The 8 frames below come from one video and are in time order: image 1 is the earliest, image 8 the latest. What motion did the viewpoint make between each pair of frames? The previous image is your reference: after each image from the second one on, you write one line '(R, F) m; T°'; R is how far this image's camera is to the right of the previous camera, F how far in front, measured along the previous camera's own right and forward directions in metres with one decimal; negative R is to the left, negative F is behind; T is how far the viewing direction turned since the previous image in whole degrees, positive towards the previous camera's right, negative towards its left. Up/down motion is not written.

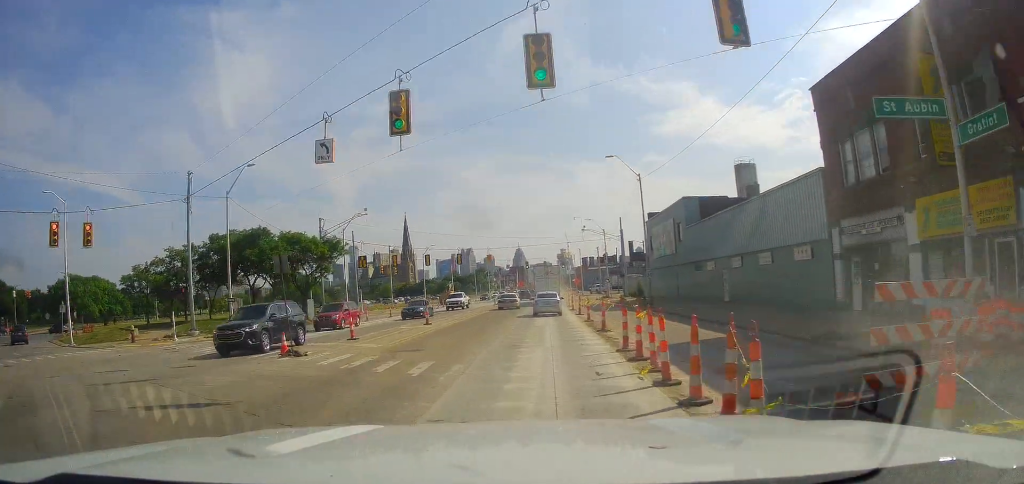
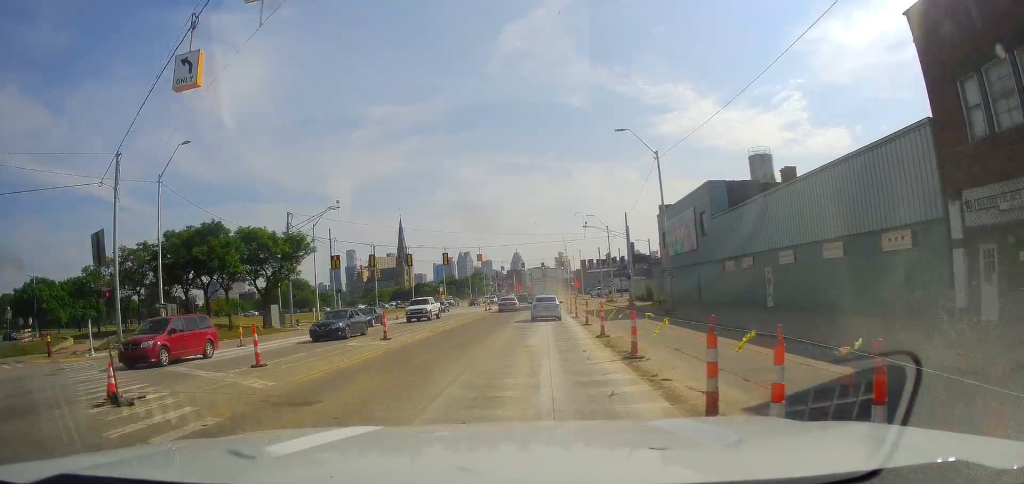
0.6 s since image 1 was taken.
(-0.1, +7.8) m; +1°
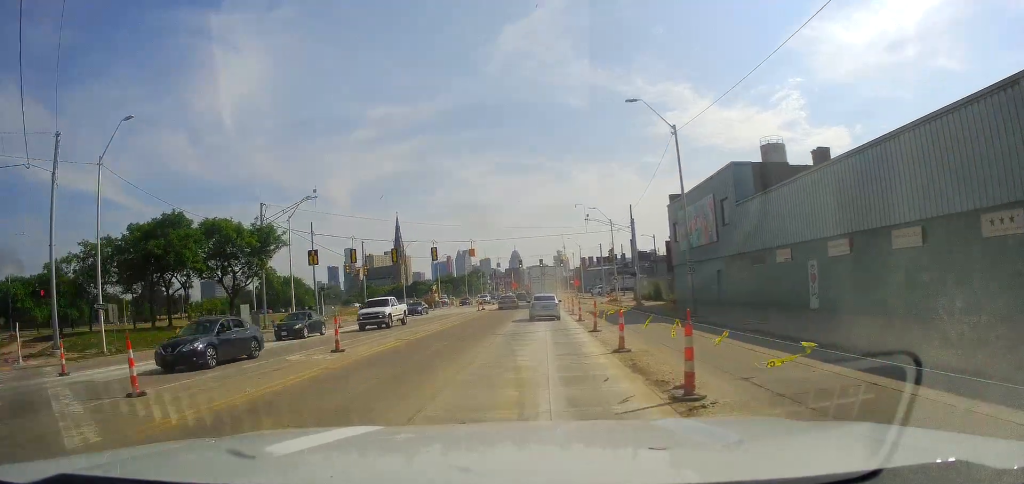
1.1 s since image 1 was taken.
(-0.1, +5.4) m; 0°
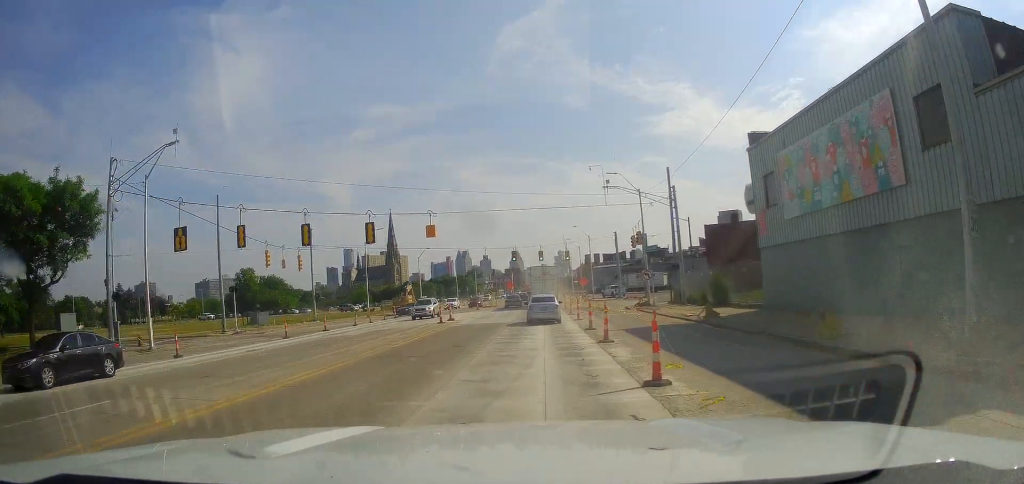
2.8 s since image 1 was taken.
(+0.5, +21.8) m; 0°
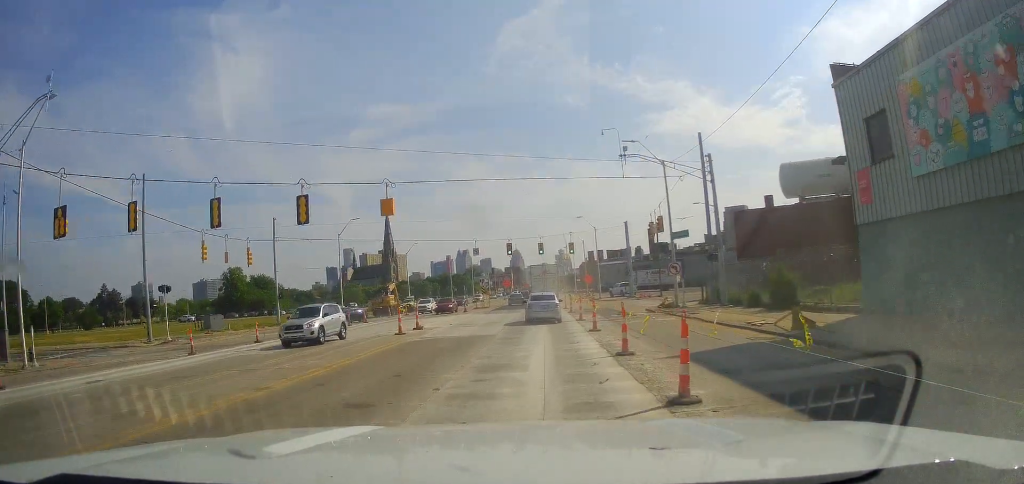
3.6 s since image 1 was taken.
(-0.2, +10.7) m; 0°
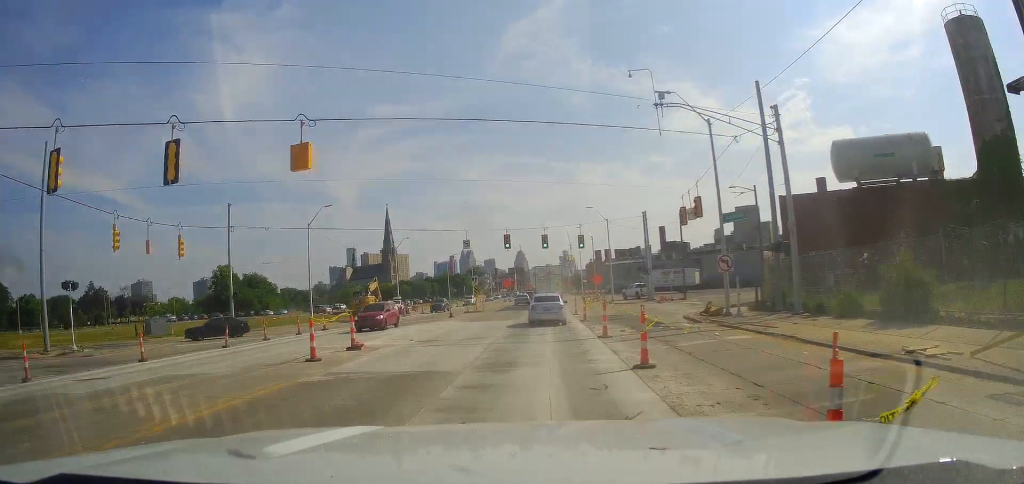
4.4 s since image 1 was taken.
(0.0, +10.7) m; +1°
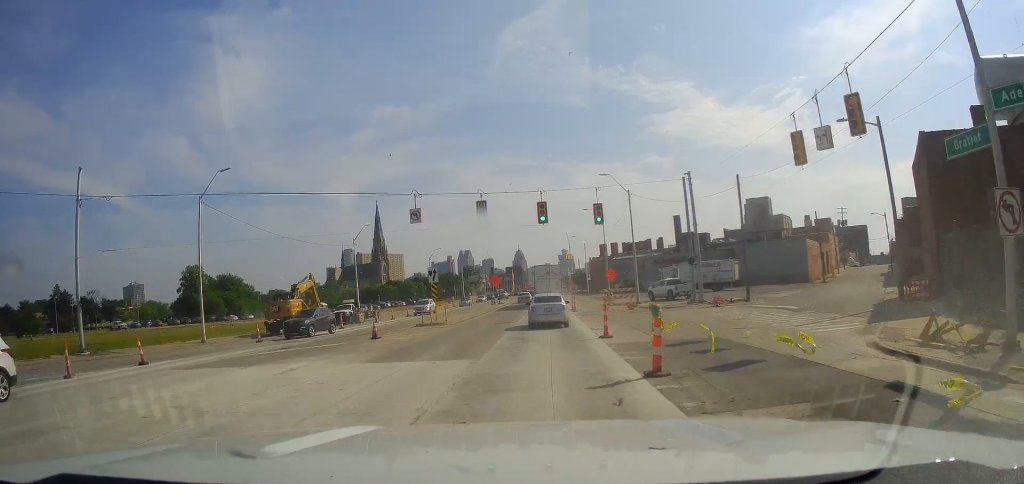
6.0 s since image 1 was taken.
(+0.3, +19.8) m; +1°
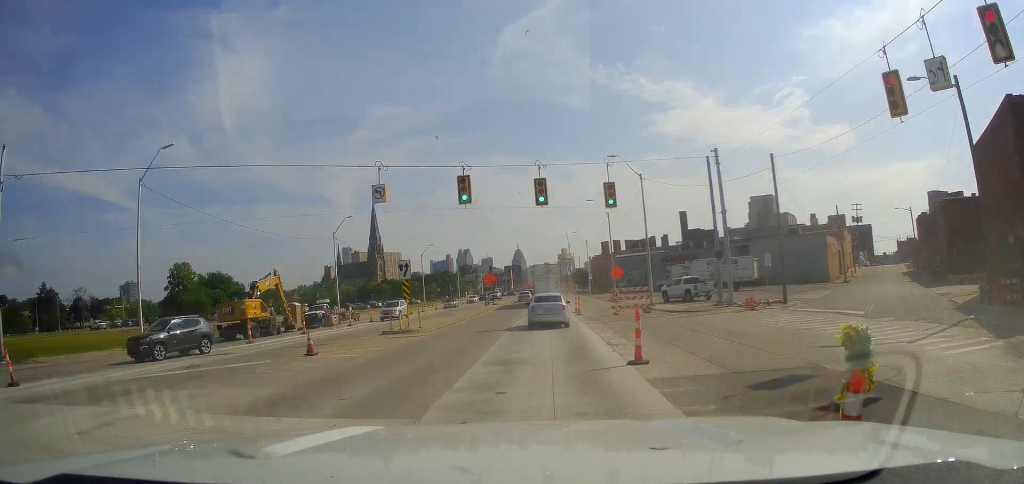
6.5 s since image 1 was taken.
(0.0, +7.1) m; -1°
